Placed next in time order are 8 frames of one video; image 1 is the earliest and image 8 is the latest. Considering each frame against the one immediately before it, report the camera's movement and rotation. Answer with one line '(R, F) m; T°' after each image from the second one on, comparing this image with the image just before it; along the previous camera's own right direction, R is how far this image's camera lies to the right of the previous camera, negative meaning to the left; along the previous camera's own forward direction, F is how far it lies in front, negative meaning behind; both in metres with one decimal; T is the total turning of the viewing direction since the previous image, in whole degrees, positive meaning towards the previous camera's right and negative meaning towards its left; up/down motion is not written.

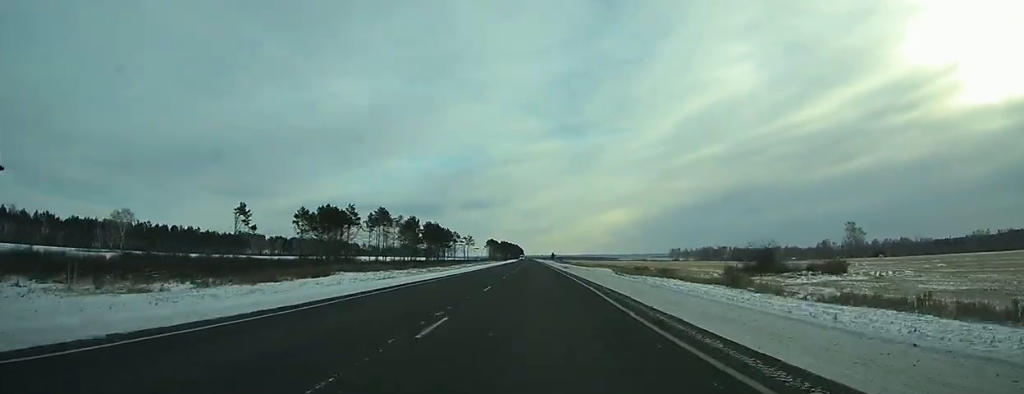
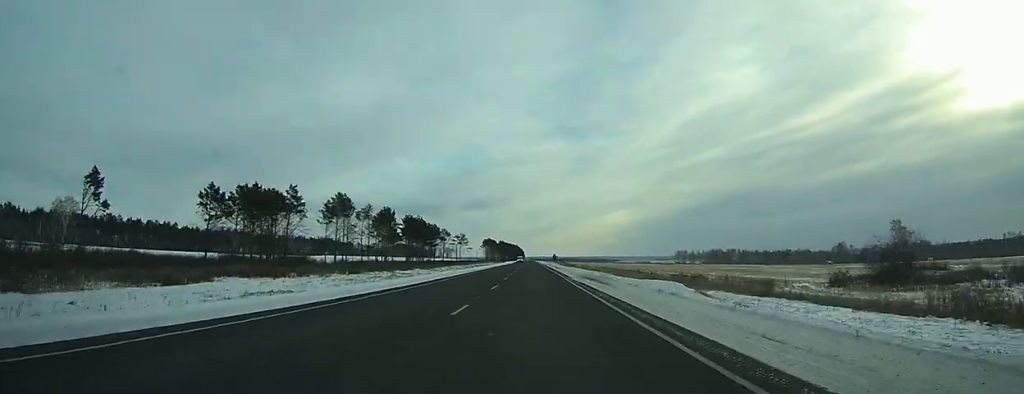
(-0.2, +31.5) m; 0°
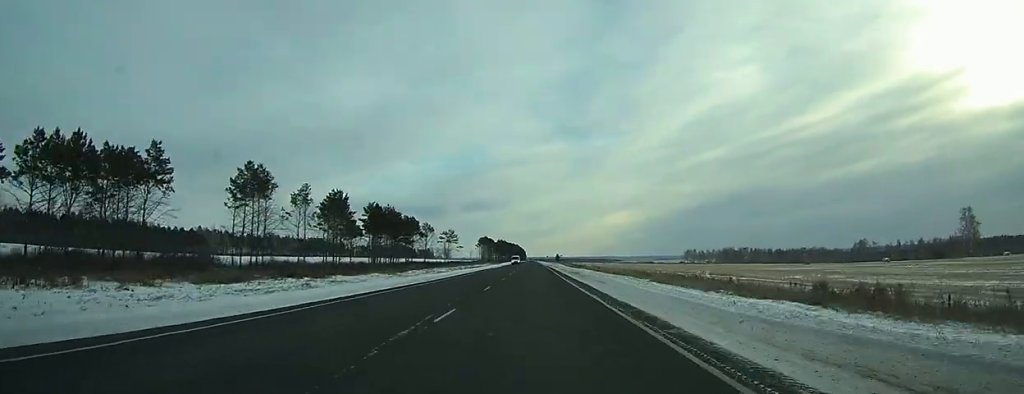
(0.0, +37.1) m; 0°
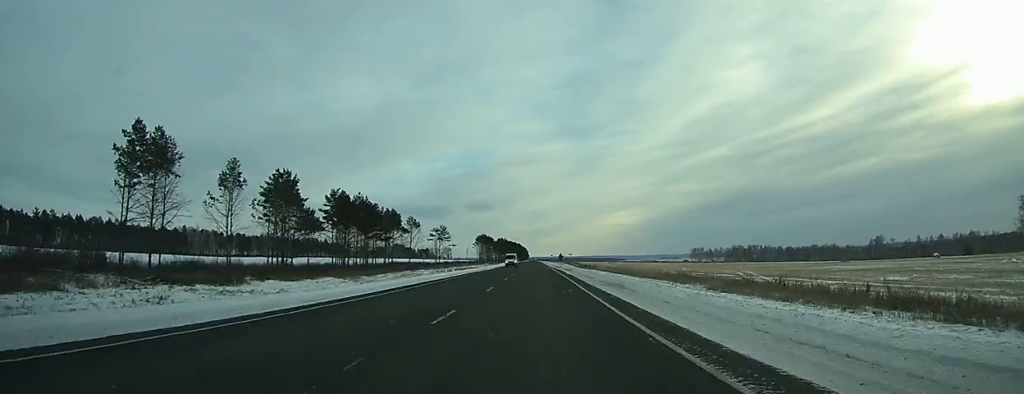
(0.0, +24.1) m; 0°
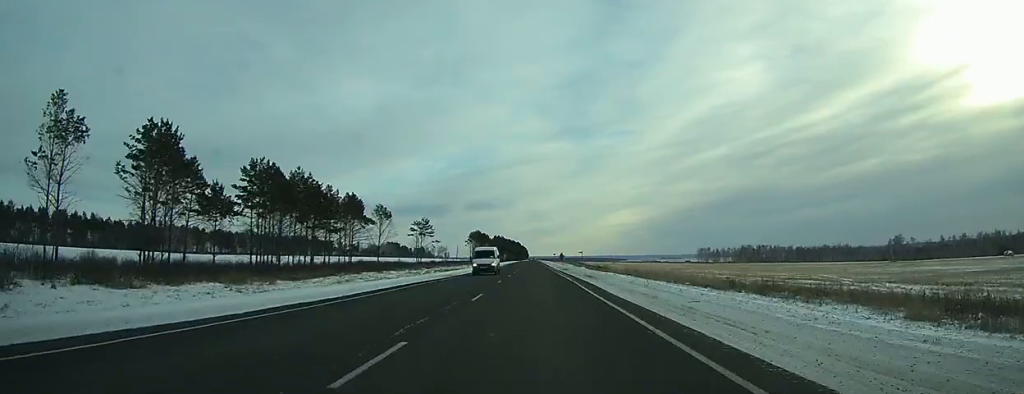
(0.0, +29.7) m; 0°
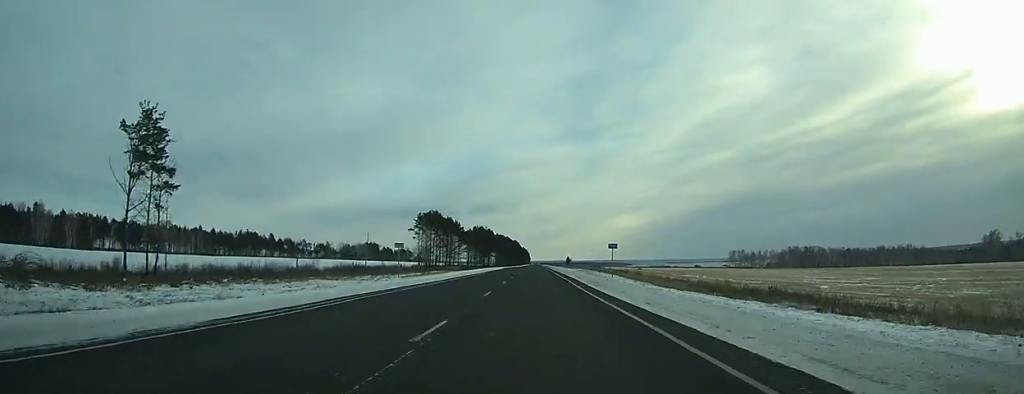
(-0.7, +114.2) m; 0°
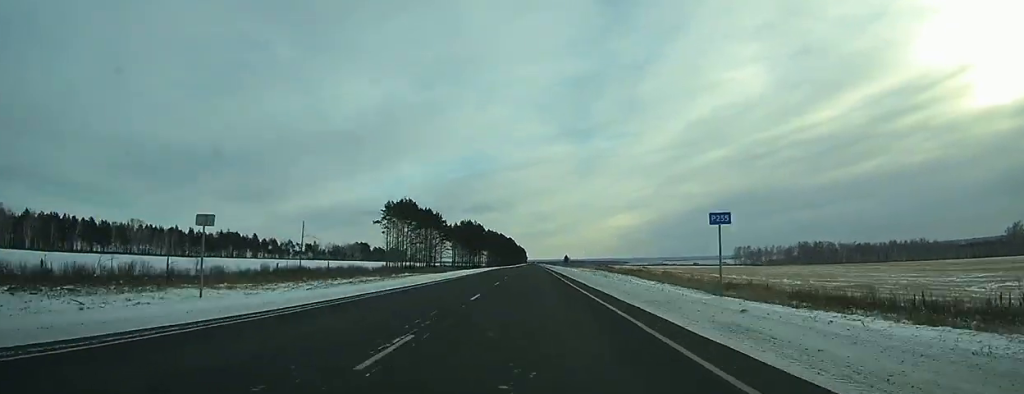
(+0.1, +25.4) m; 0°
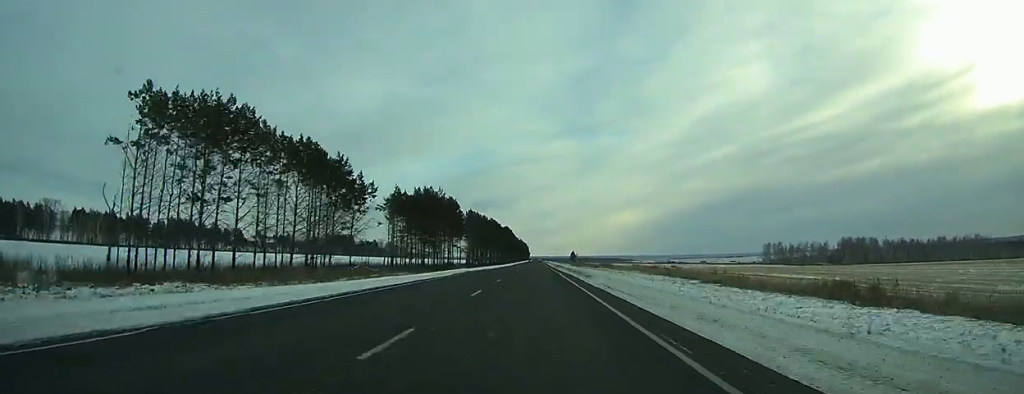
(+0.2, +68.5) m; +4°
